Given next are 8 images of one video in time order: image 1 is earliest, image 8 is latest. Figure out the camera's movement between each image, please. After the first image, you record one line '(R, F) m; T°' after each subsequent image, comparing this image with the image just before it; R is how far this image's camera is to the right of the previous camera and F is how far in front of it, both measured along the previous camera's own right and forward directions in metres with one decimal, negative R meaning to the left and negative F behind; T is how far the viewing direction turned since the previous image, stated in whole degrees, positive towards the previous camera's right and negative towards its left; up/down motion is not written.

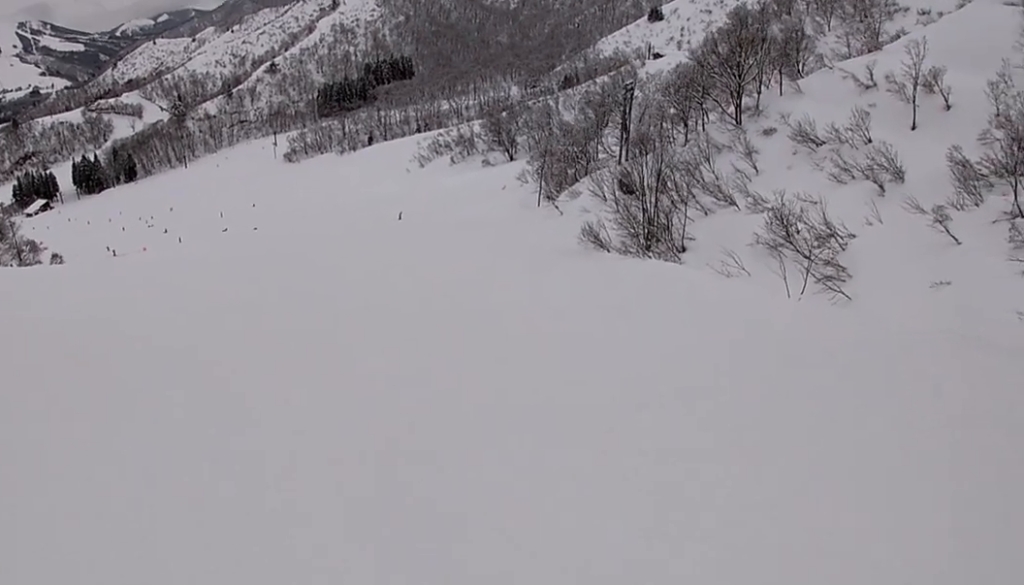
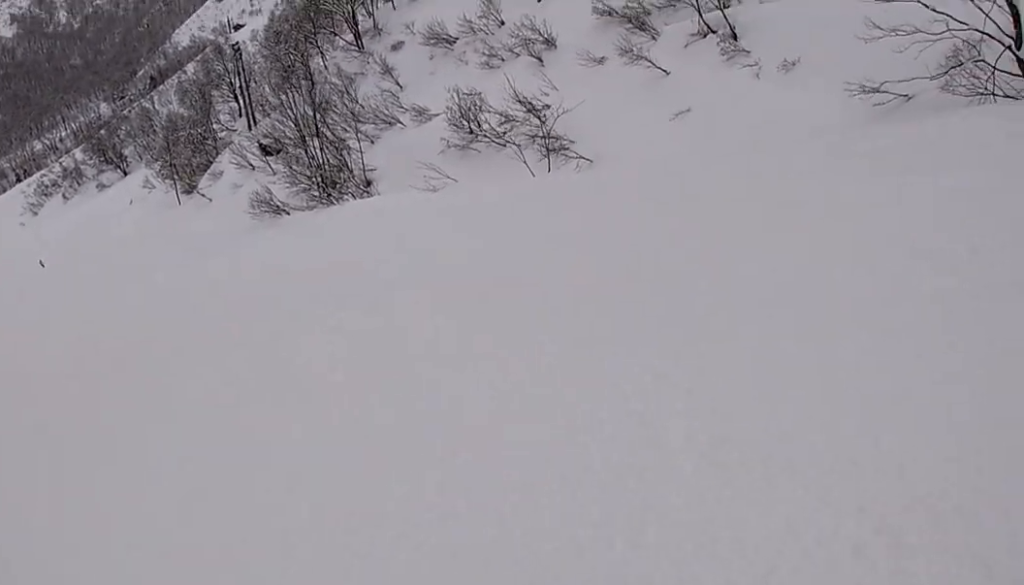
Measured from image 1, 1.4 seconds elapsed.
(+3.2, +8.2) m; +21°
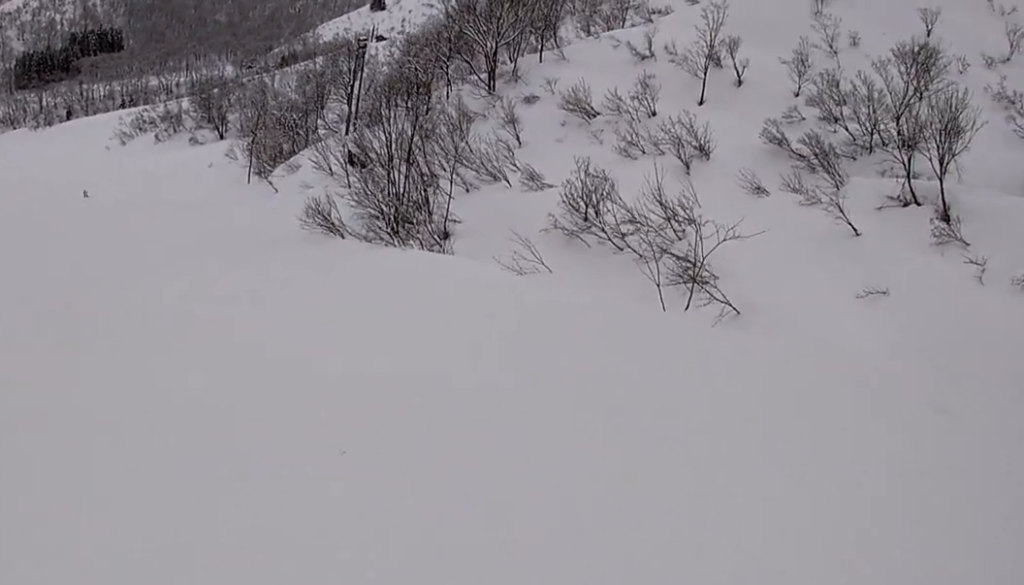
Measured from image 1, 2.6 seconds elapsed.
(-1.4, +8.2) m; -28°
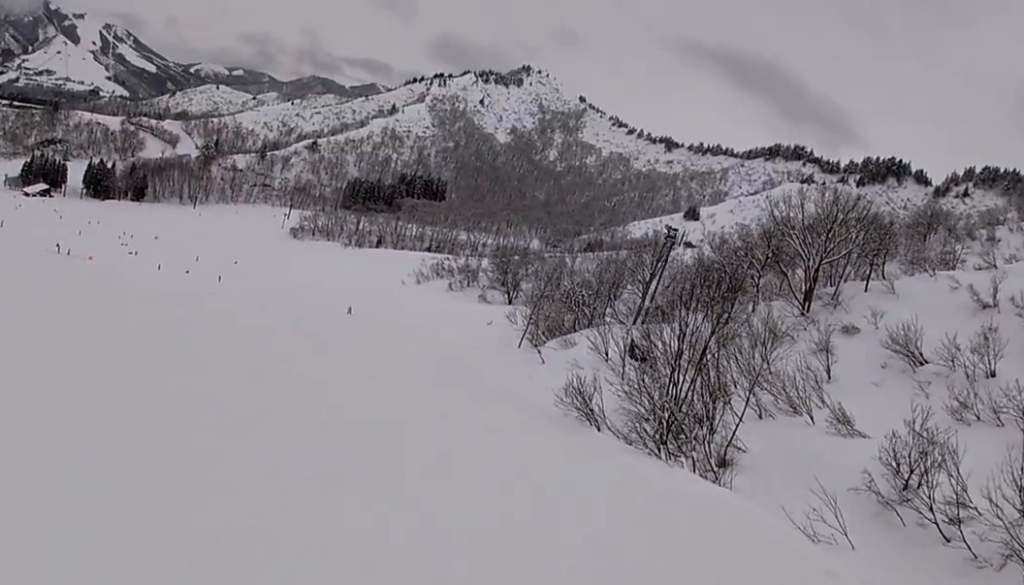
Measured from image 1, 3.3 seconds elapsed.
(-1.1, +5.5) m; -21°
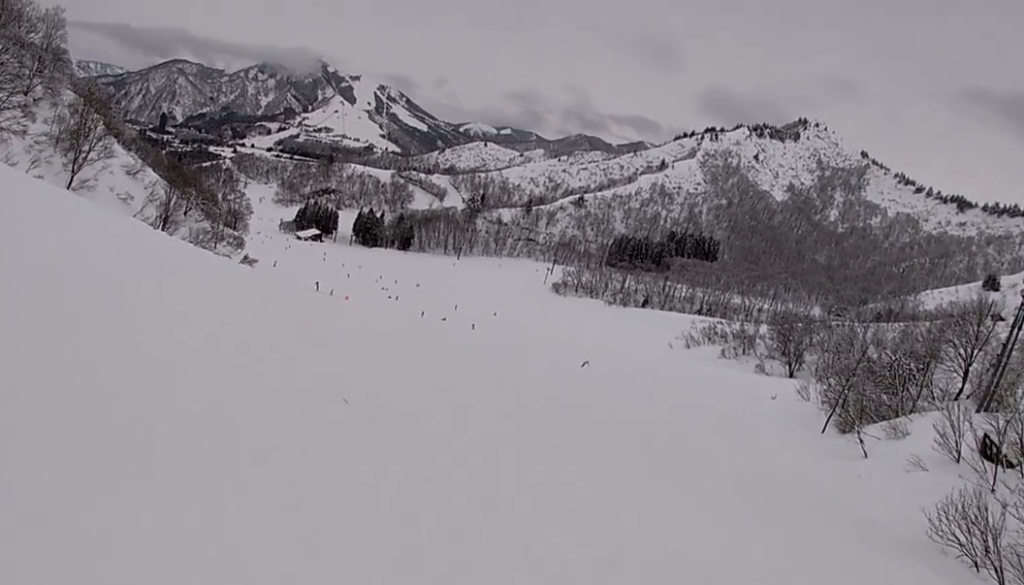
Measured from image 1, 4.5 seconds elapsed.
(-2.5, +8.1) m; -33°
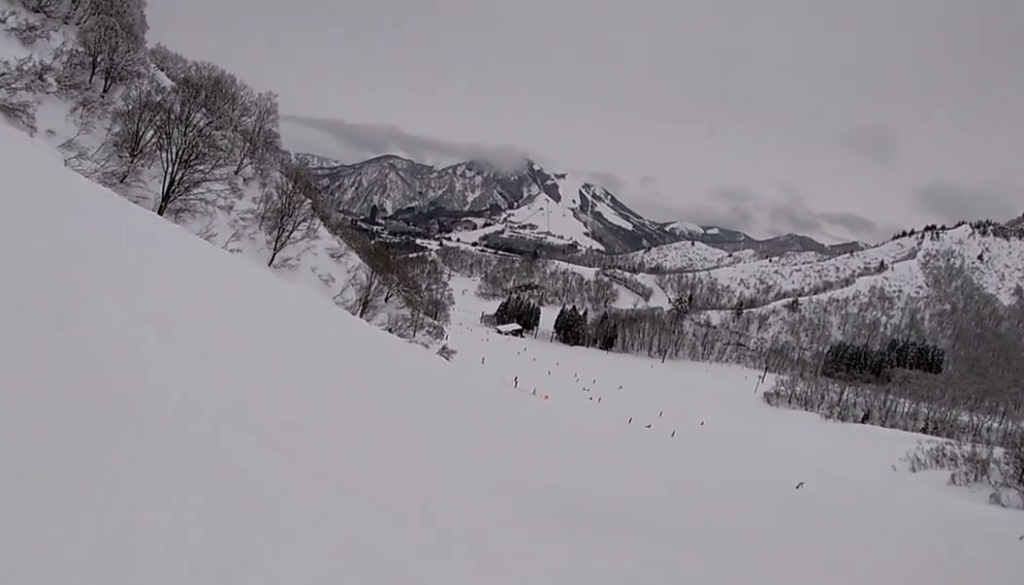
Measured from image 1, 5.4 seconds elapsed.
(-1.1, +5.5) m; -10°
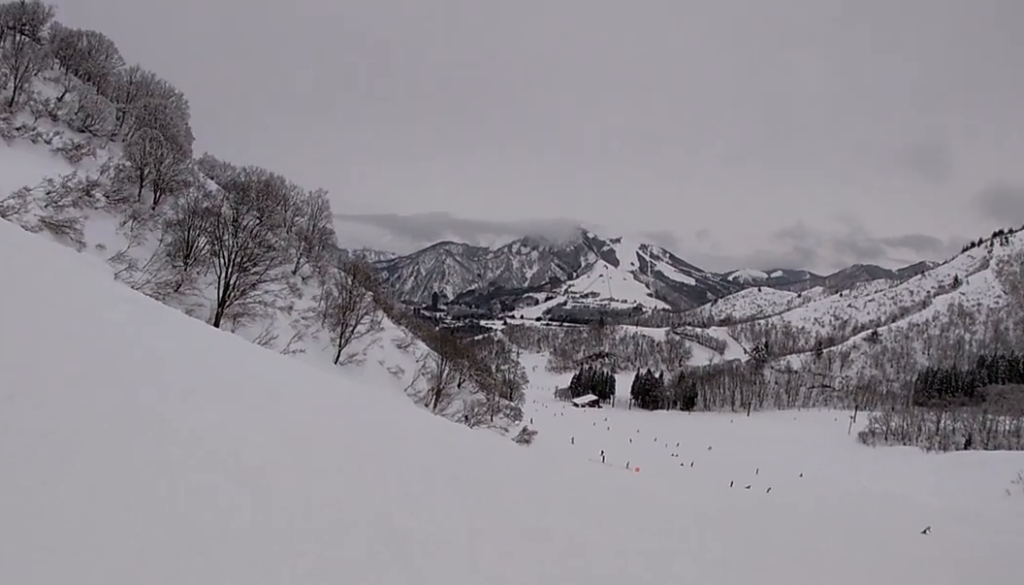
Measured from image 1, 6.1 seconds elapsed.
(-0.2, +4.1) m; -2°
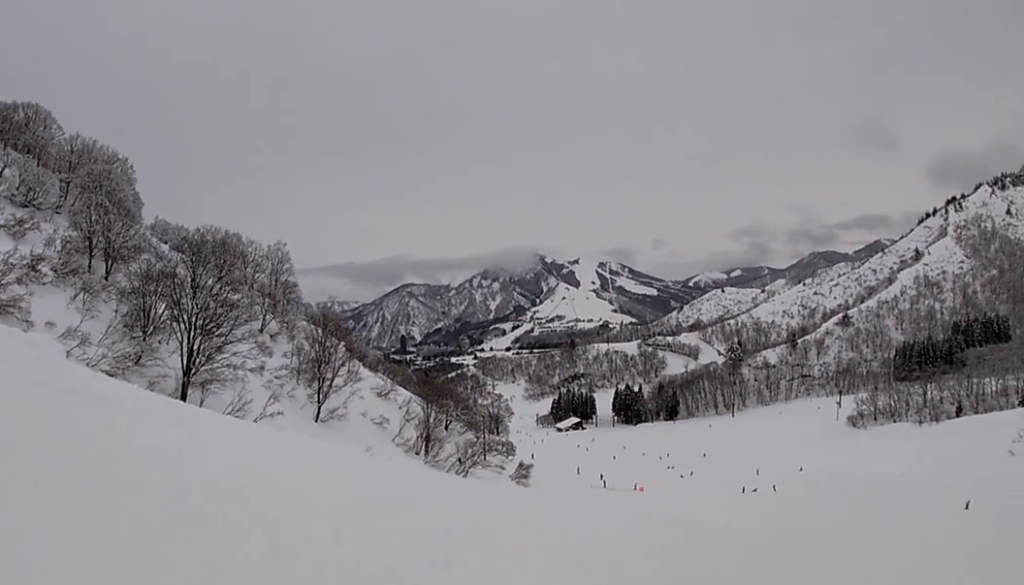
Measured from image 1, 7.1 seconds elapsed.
(+0.2, +5.0) m; -6°
